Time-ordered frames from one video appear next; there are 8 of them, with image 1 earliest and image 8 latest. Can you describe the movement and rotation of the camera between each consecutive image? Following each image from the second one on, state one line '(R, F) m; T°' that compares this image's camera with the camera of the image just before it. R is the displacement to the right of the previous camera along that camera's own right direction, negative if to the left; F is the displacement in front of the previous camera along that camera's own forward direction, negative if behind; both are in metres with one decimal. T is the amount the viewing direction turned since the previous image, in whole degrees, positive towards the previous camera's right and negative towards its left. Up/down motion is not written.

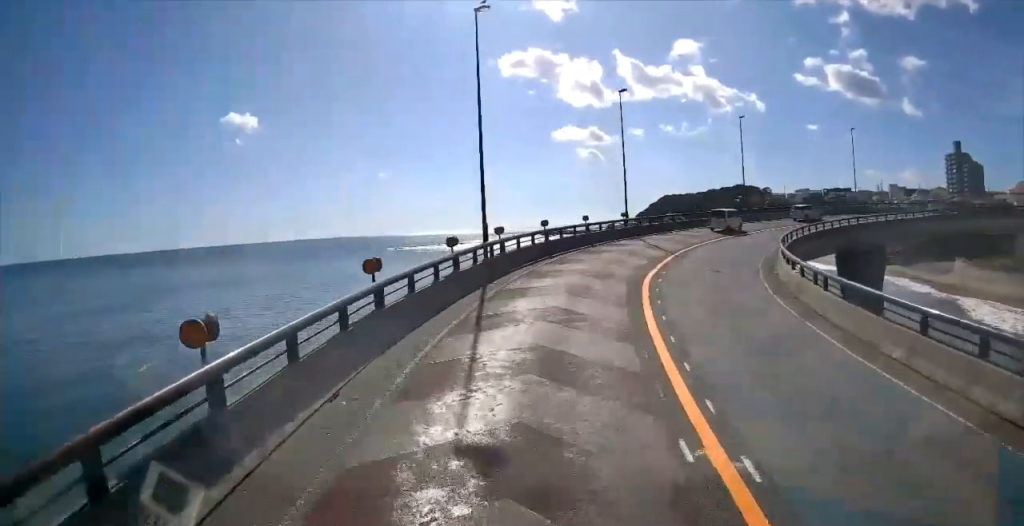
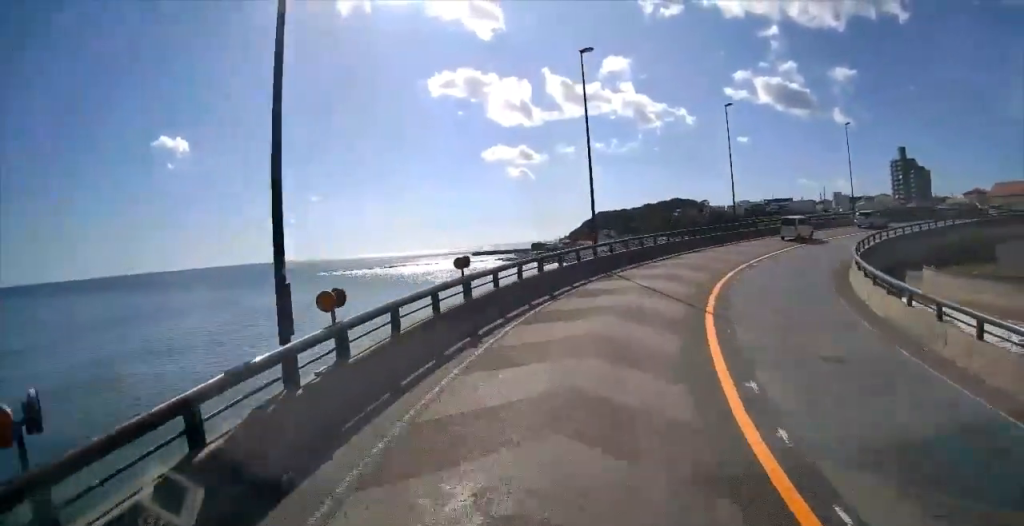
(+0.6, +14.6) m; +5°
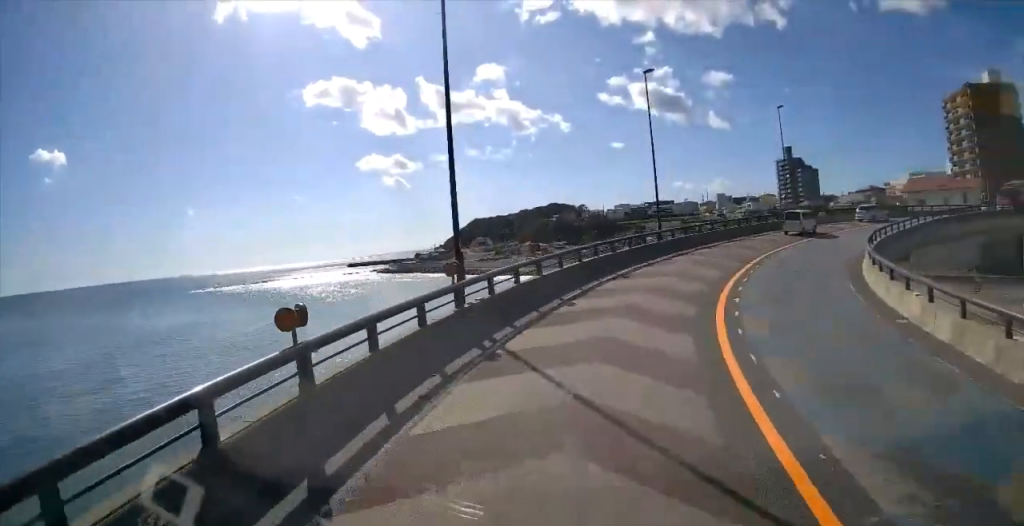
(+0.2, +12.5) m; +15°
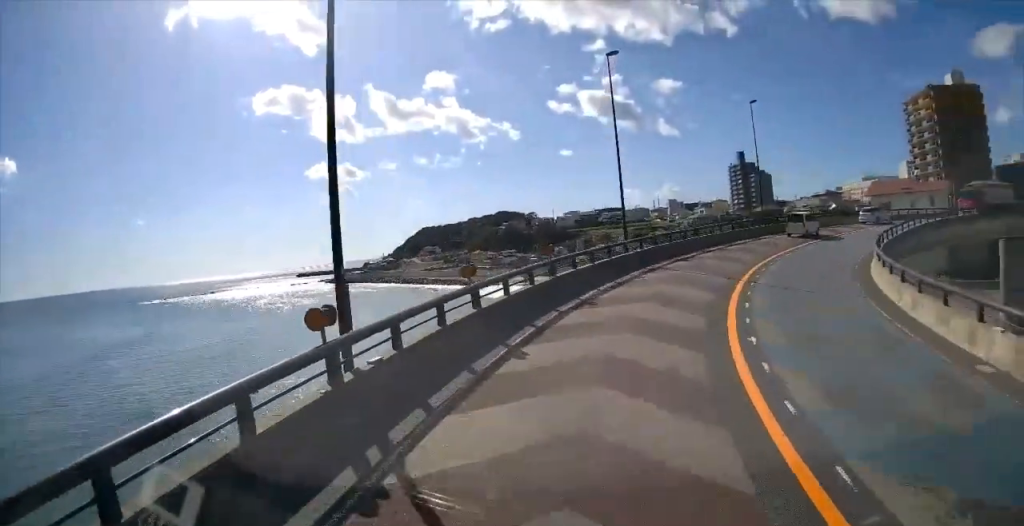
(+1.0, +5.0) m; +8°
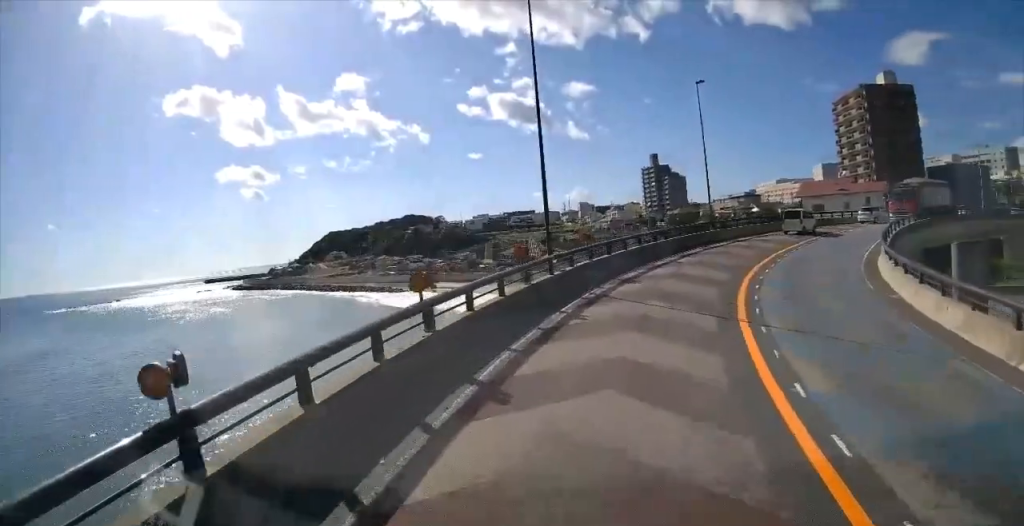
(+1.4, +8.6) m; +9°
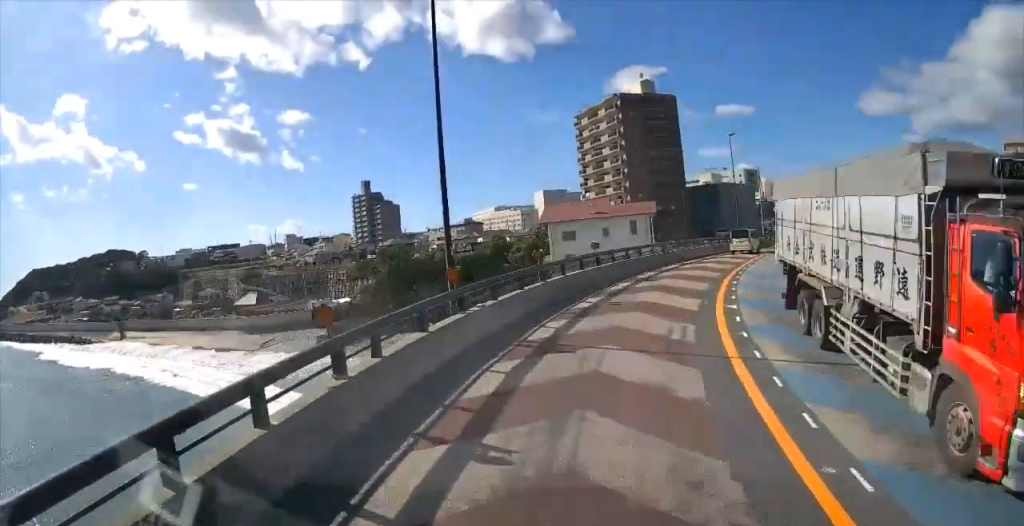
(+3.0, +25.0) m; +17°
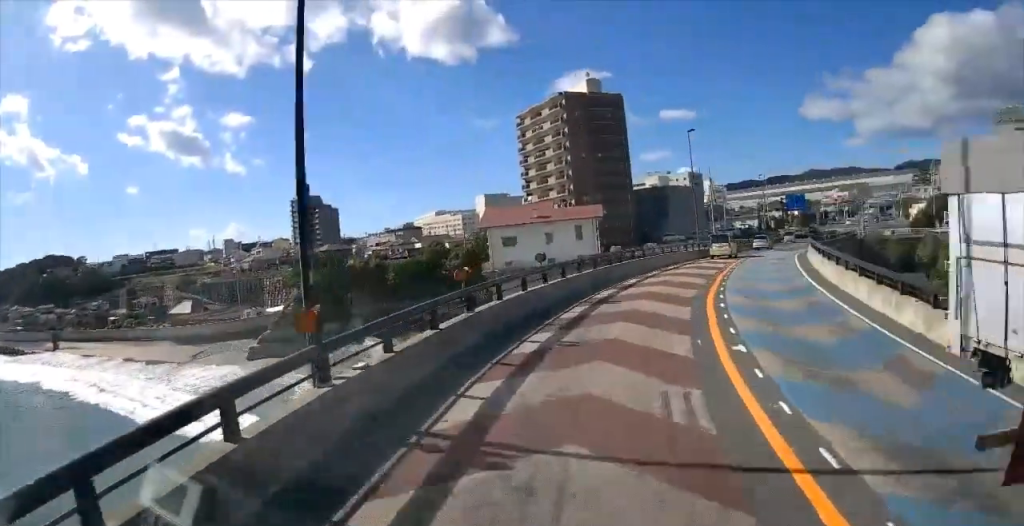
(+0.2, +5.4) m; +1°
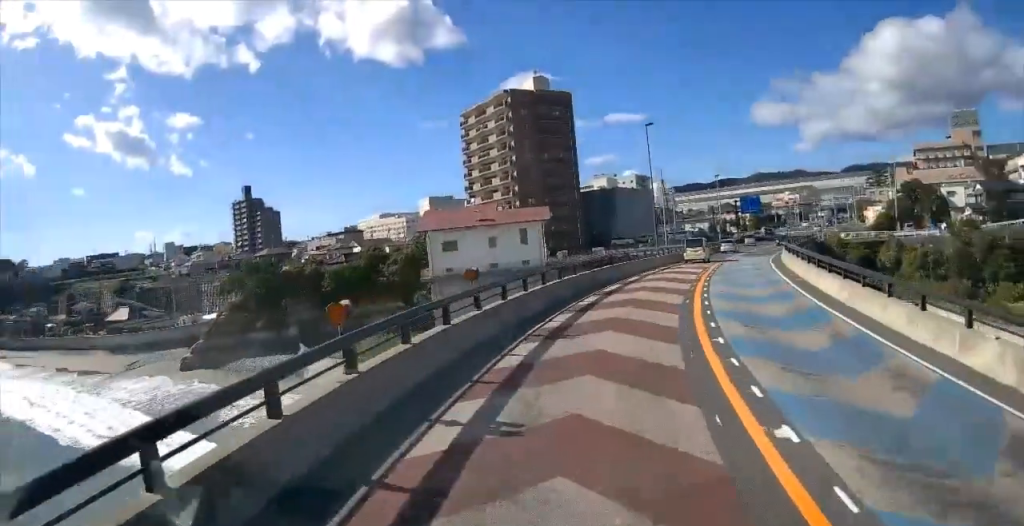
(-0.3, +5.1) m; -2°
